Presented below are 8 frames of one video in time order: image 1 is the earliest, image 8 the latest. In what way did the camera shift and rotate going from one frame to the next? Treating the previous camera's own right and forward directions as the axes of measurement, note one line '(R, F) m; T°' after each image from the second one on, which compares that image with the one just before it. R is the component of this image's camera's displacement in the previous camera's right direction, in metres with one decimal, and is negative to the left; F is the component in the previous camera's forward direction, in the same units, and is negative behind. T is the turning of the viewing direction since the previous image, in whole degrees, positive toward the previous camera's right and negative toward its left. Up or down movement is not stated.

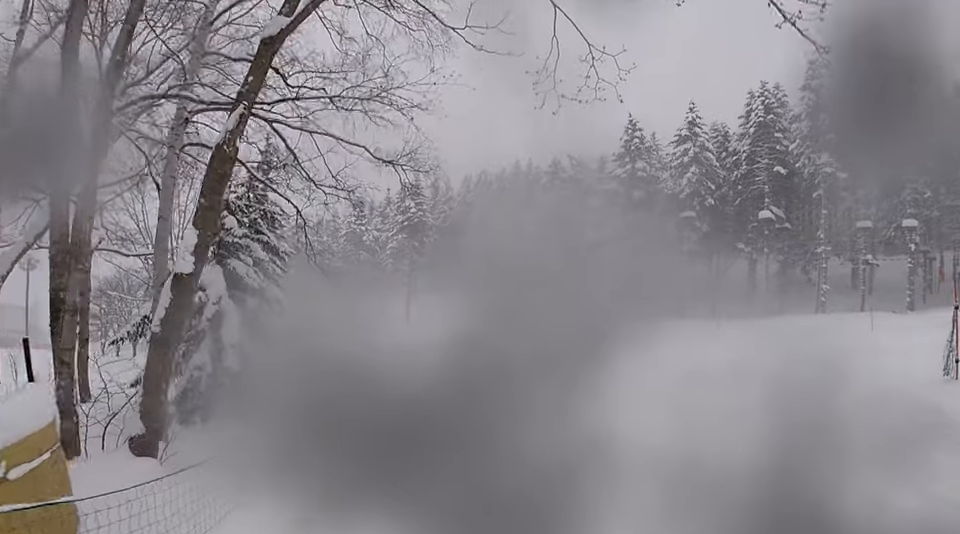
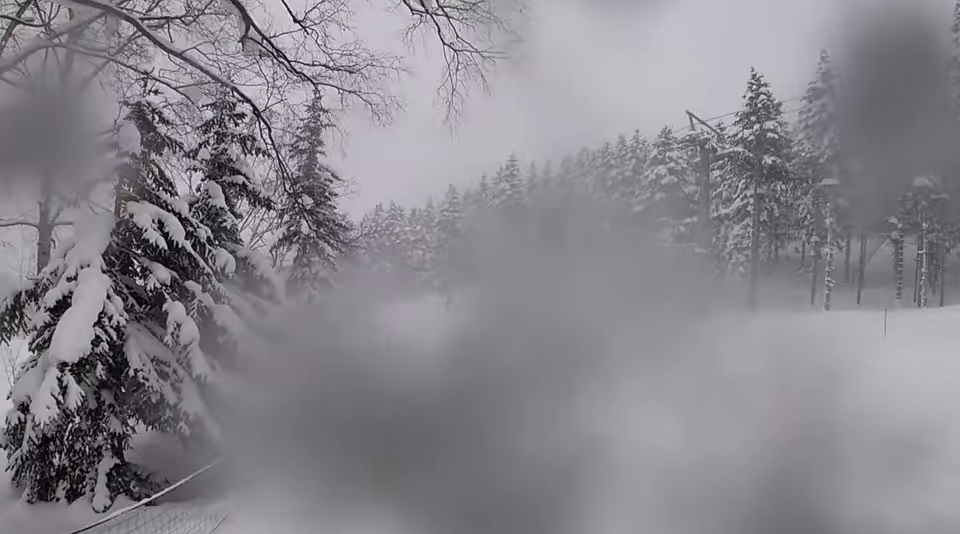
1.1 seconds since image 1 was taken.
(-1.1, +5.6) m; -7°
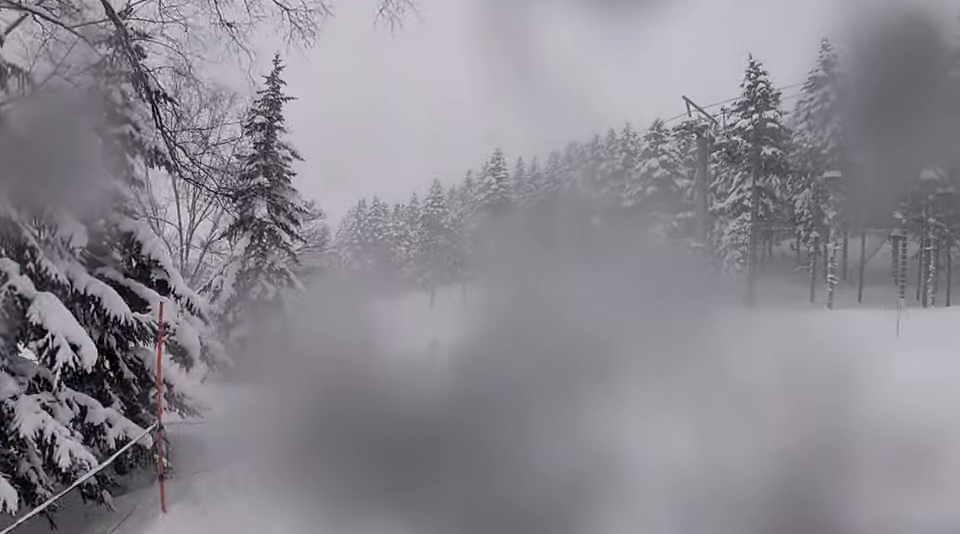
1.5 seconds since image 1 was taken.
(+0.1, +2.5) m; +4°
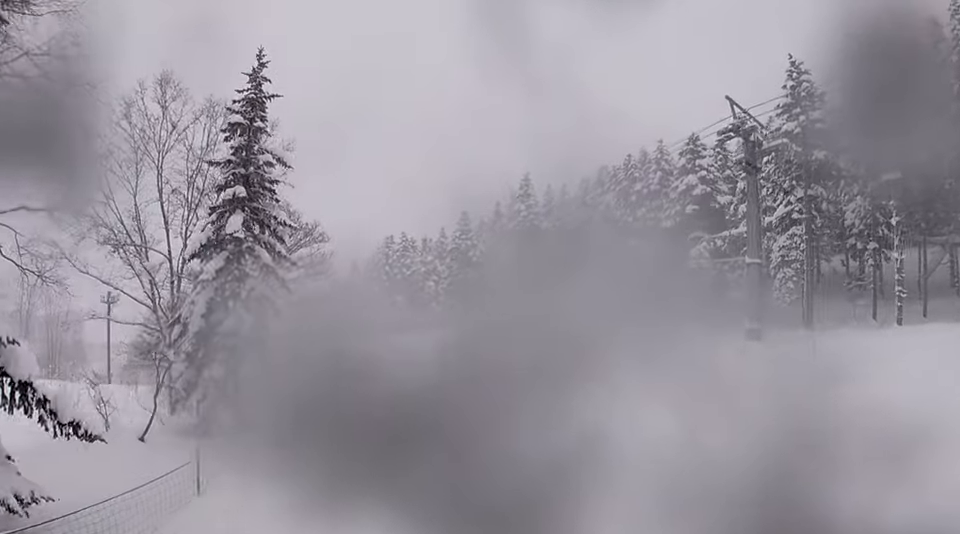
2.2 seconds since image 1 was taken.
(+0.2, +3.6) m; +3°
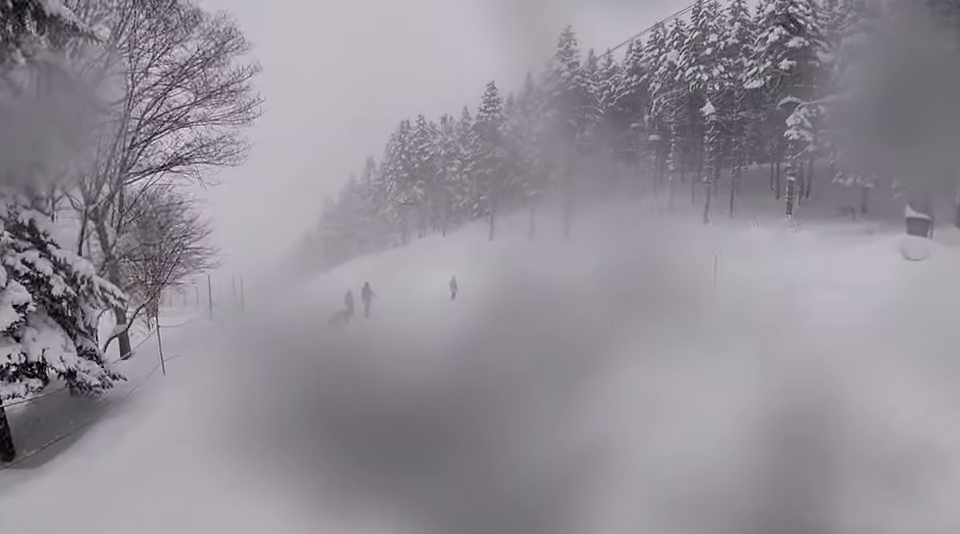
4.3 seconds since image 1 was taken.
(-0.9, +9.6) m; -21°
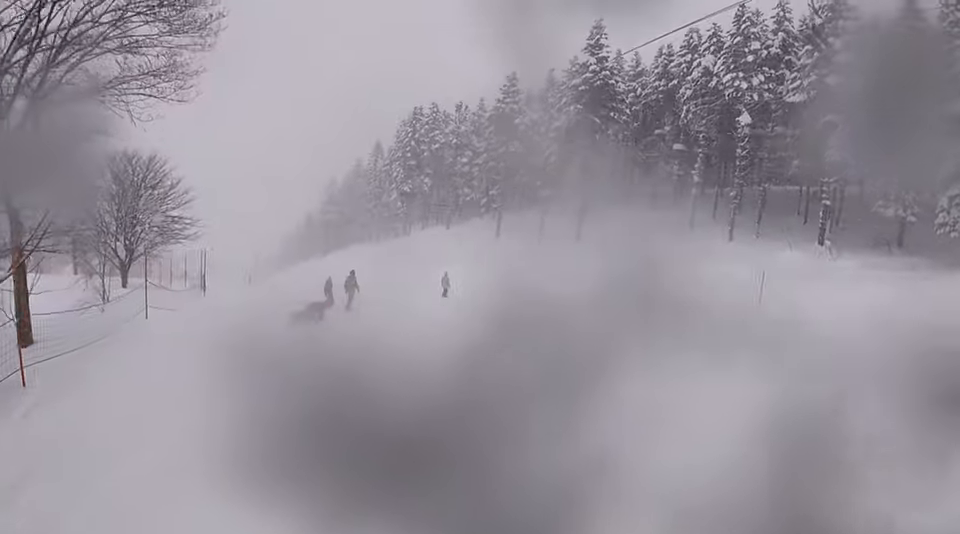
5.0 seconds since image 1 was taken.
(-0.3, +3.4) m; -11°
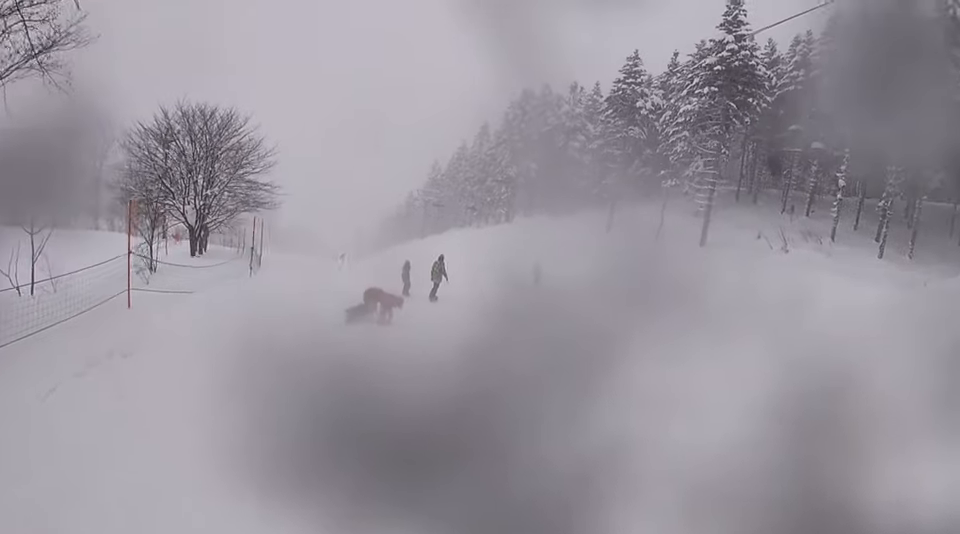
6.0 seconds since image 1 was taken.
(-0.6, +4.6) m; +1°
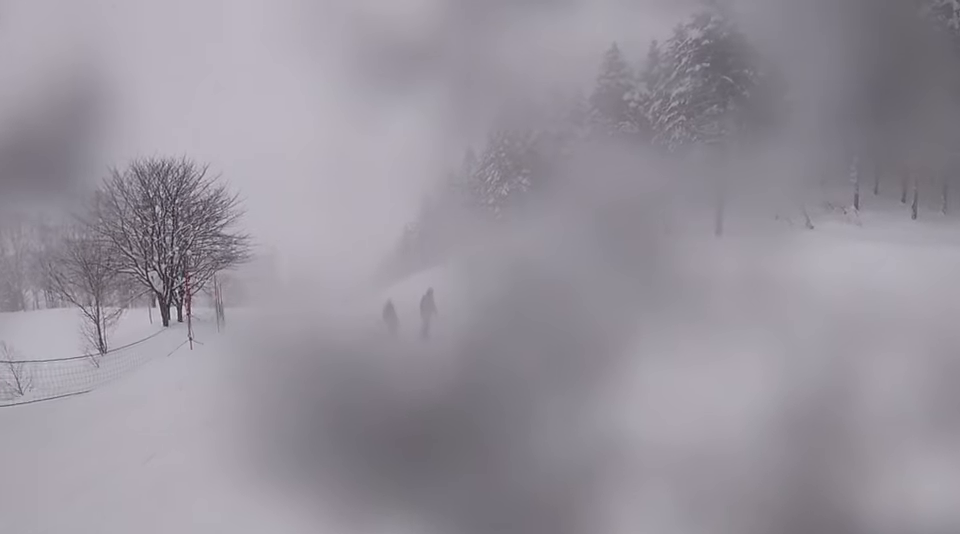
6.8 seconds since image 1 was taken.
(+0.5, +3.5) m; +9°
